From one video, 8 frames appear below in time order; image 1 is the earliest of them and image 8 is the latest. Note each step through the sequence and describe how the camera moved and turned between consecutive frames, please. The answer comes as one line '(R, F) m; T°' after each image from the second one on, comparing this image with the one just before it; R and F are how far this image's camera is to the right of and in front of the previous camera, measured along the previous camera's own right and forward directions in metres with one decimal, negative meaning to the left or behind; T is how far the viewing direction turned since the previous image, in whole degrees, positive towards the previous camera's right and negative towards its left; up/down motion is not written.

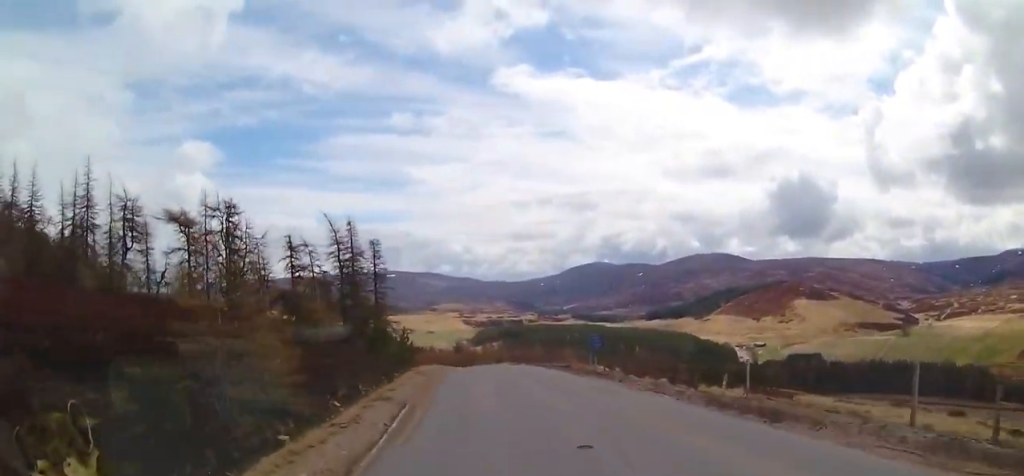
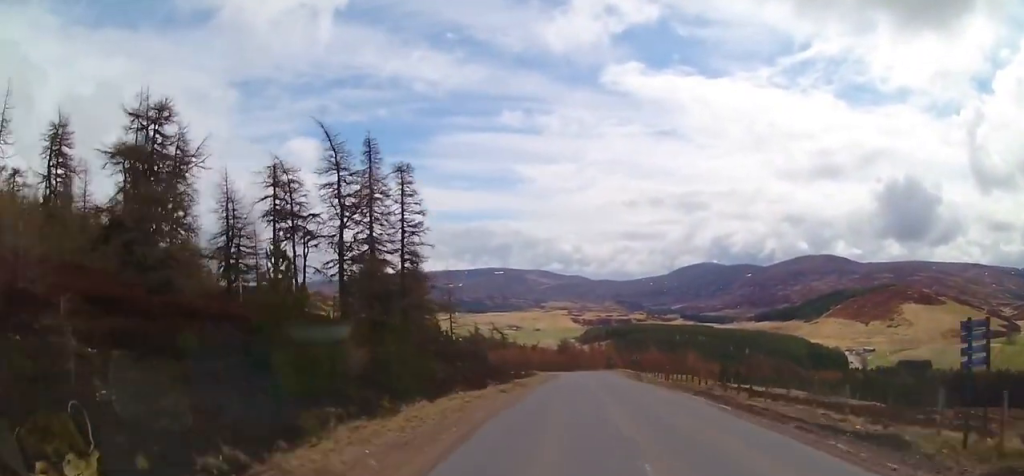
(-3.9, +24.6) m; -10°
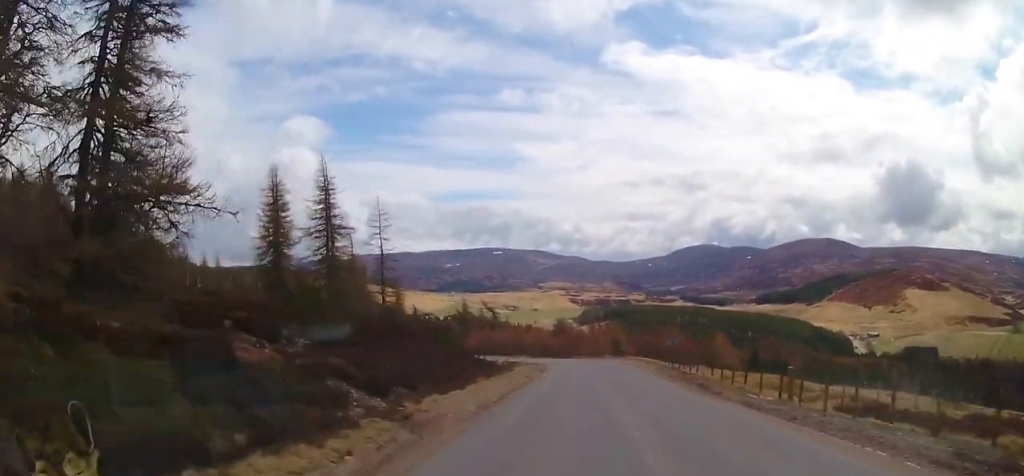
(-0.3, +22.8) m; -3°
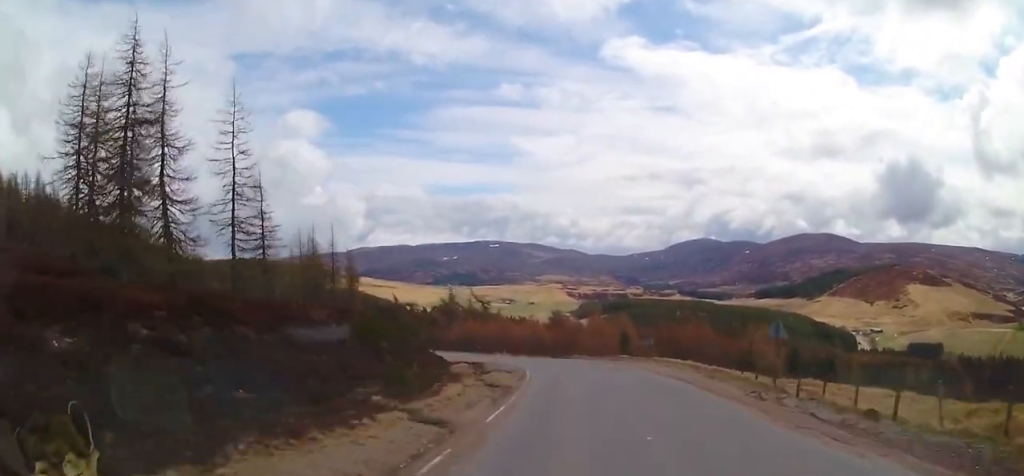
(-0.1, +18.4) m; -3°
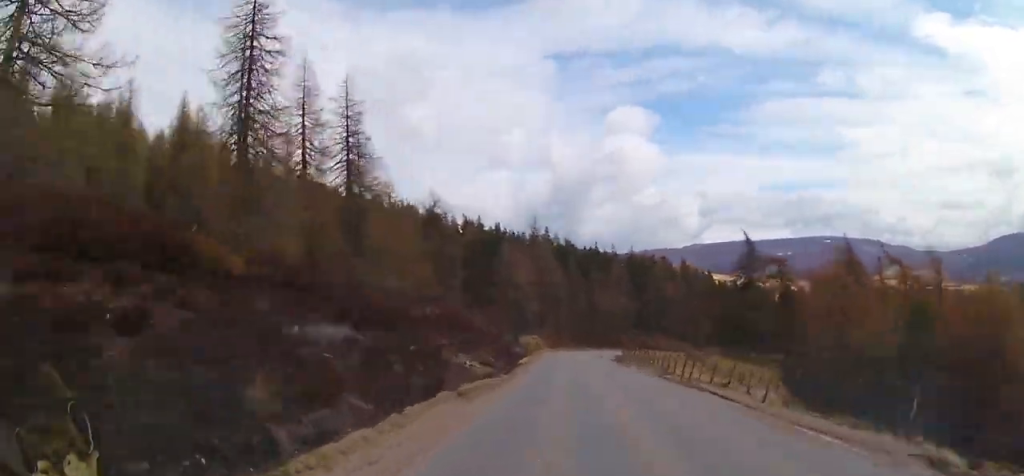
(-23.6, +96.8) m; -26°
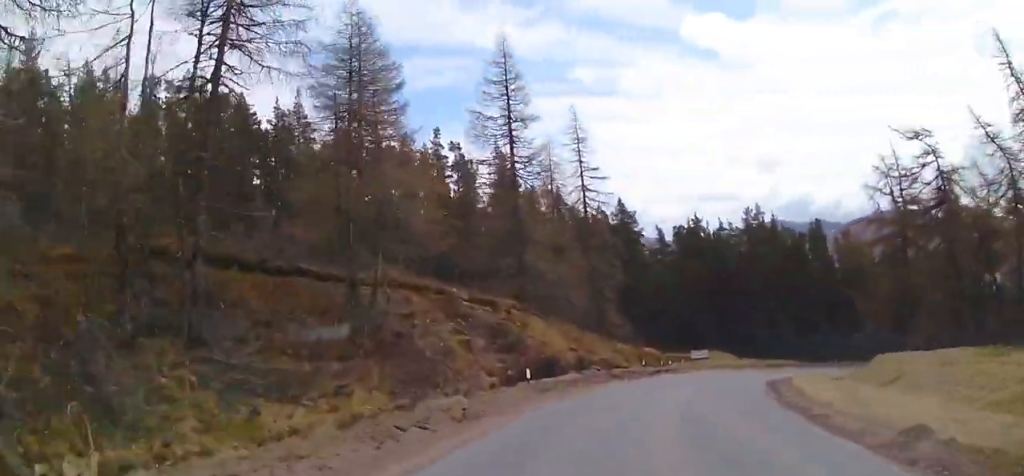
(+3.9, +95.0) m; +29°
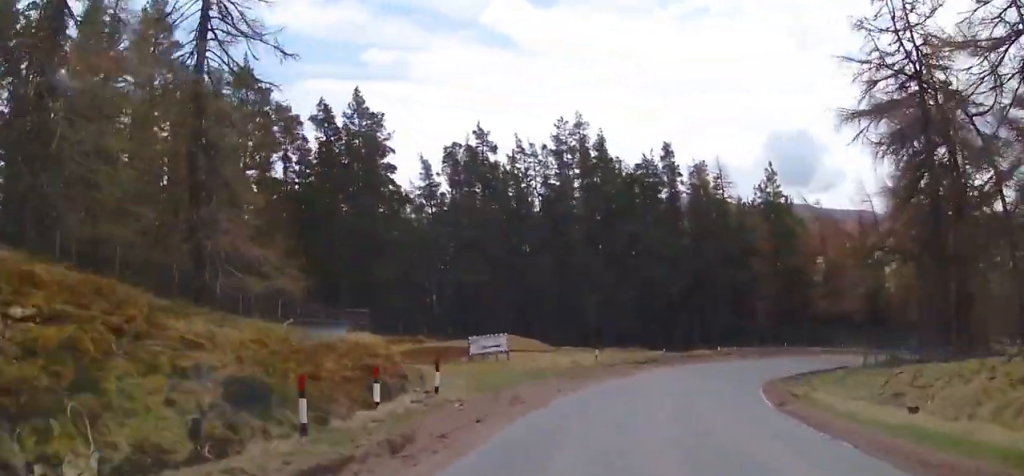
(+7.1, +30.9) m; +31°
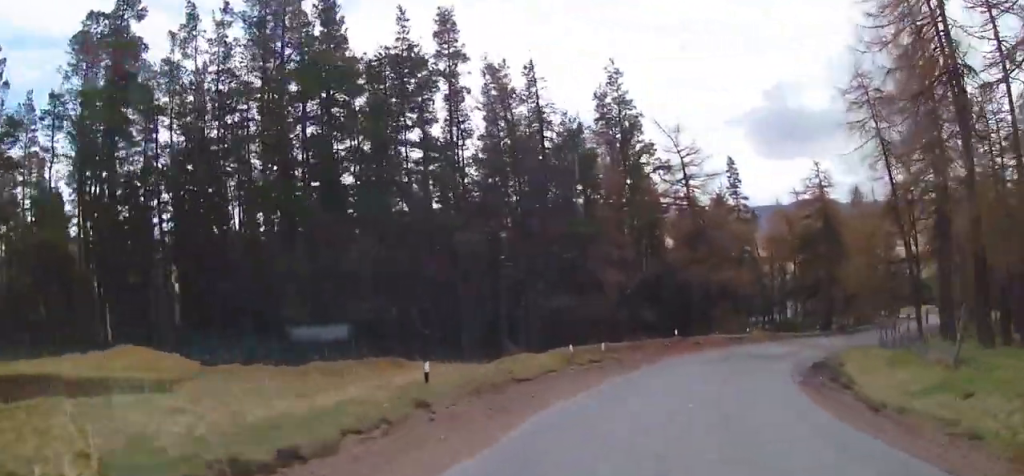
(+7.4, +30.1) m; +28°
